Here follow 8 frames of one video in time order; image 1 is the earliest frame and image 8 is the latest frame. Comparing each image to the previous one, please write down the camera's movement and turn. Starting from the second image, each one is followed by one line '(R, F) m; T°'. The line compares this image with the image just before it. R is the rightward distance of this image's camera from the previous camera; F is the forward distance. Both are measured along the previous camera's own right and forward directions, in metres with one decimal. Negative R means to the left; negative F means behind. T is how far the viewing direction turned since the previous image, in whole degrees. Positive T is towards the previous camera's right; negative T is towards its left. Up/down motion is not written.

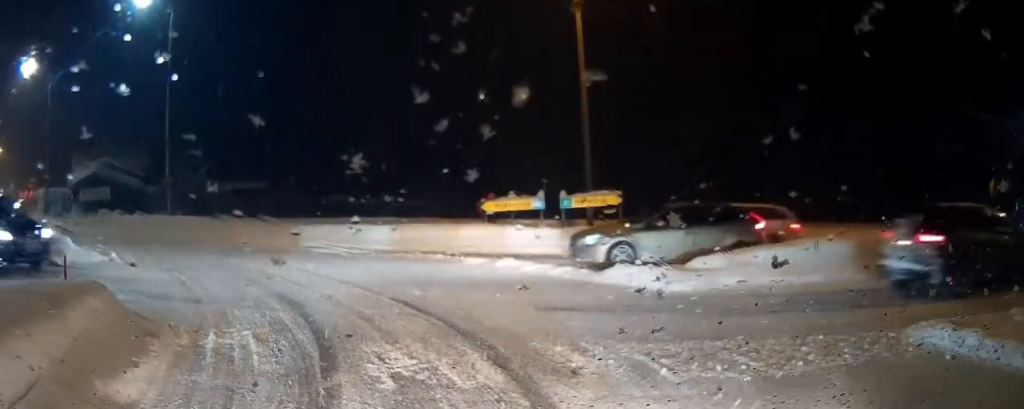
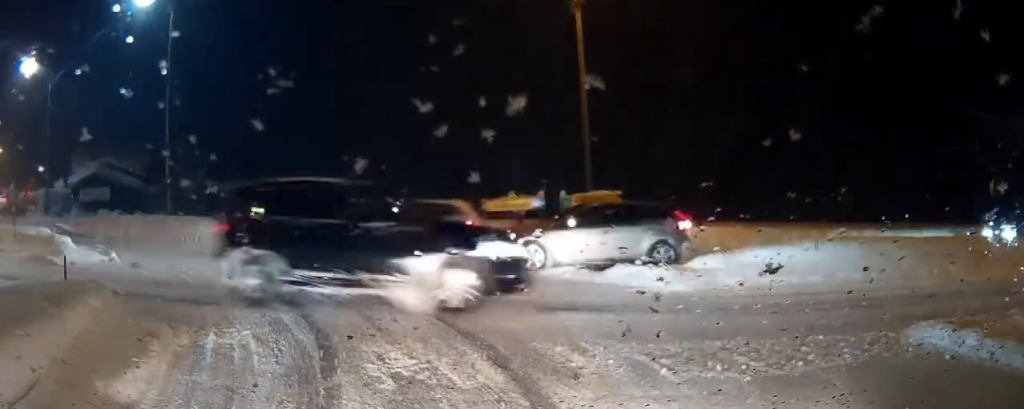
(0.0, 0.0) m; 0°
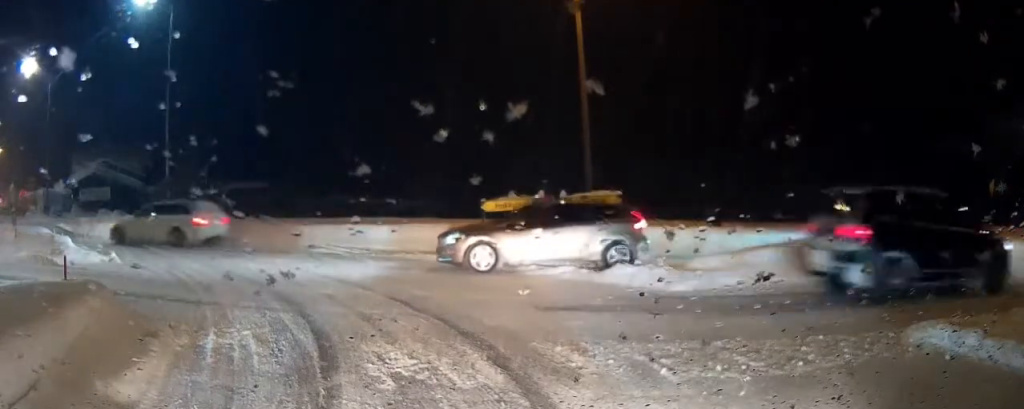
(0.0, 0.0) m; 0°
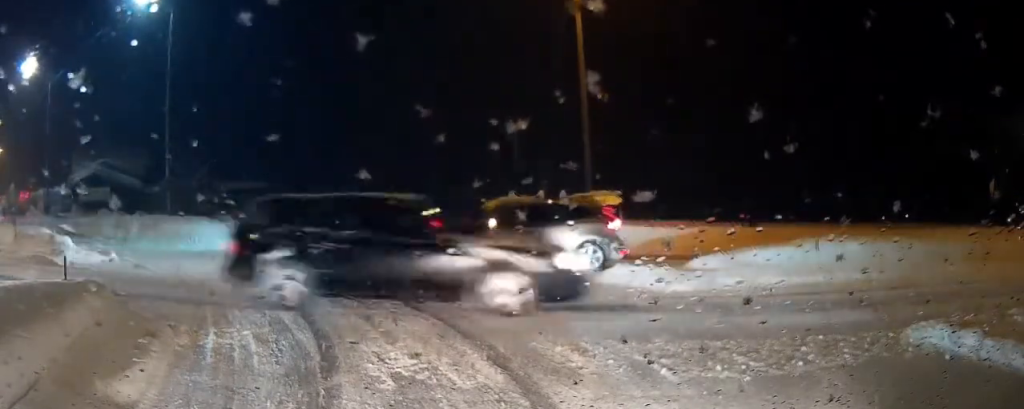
(0.0, 0.0) m; 0°
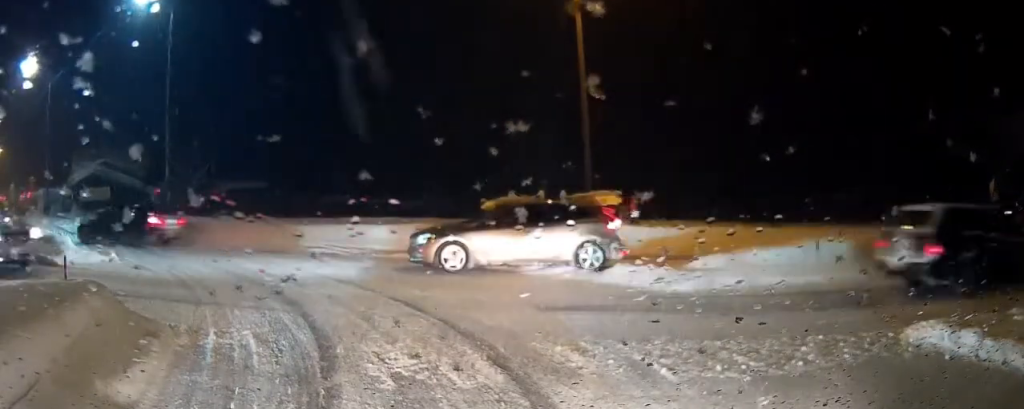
(0.0, 0.0) m; 0°
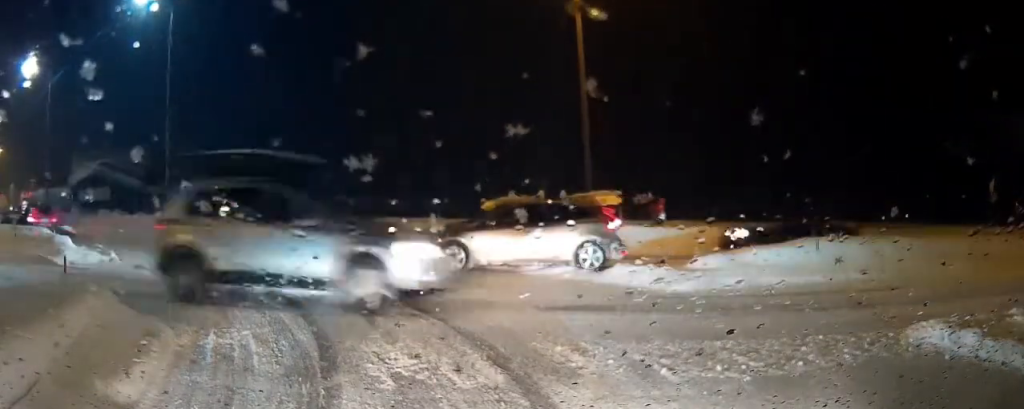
(0.0, 0.0) m; 0°
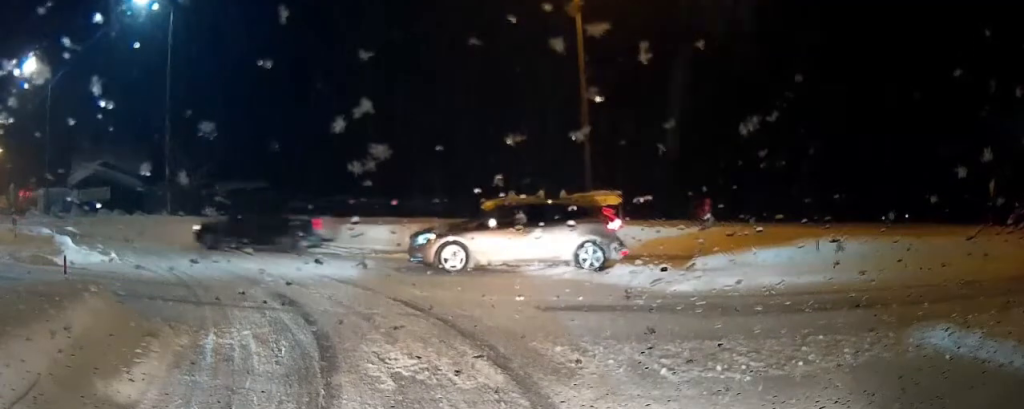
(0.0, 0.0) m; 0°
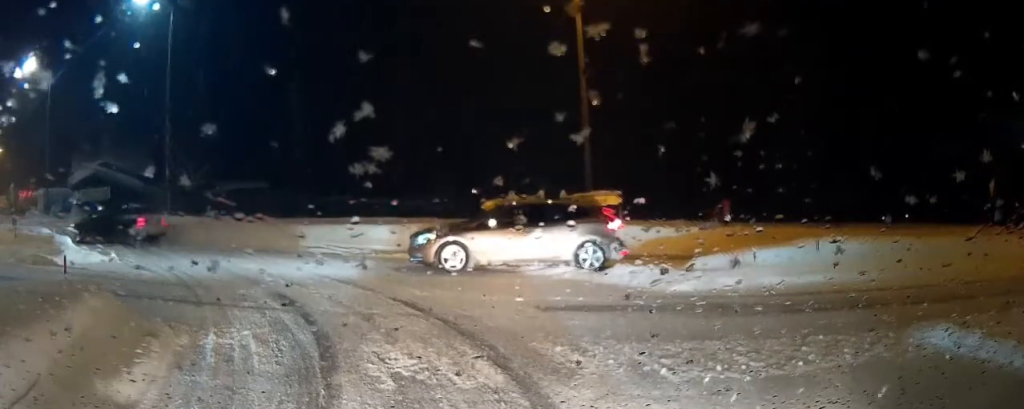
(0.0, 0.0) m; 0°
